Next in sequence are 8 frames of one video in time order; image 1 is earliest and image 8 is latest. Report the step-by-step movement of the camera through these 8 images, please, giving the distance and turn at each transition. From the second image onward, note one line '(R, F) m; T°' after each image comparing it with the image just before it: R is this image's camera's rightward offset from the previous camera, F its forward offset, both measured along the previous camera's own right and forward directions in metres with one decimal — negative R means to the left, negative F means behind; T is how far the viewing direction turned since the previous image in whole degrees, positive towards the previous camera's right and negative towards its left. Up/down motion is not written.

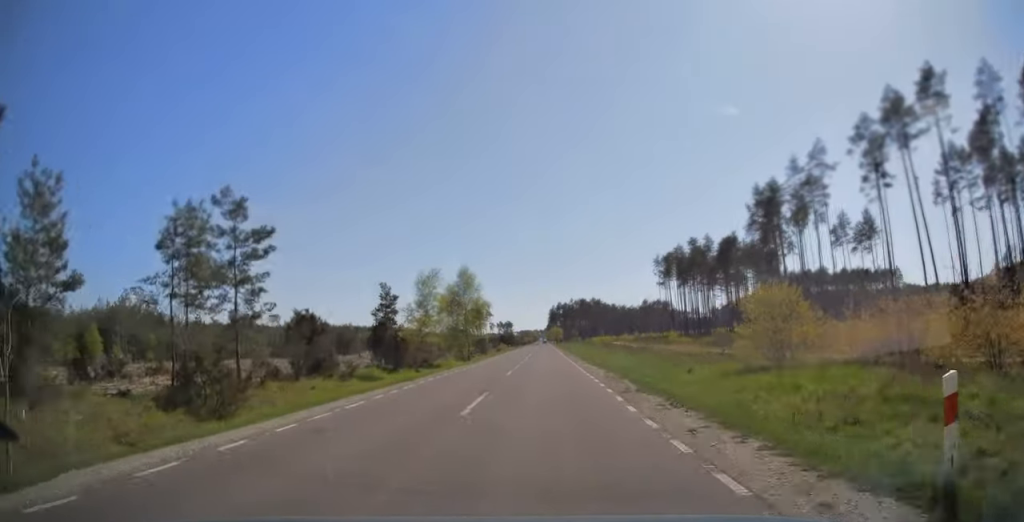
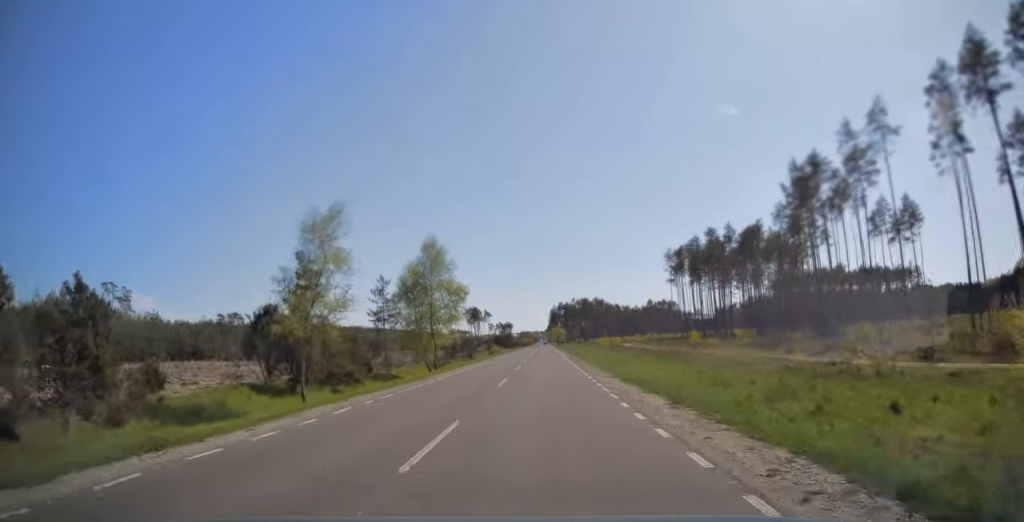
(0.0, +16.5) m; 0°
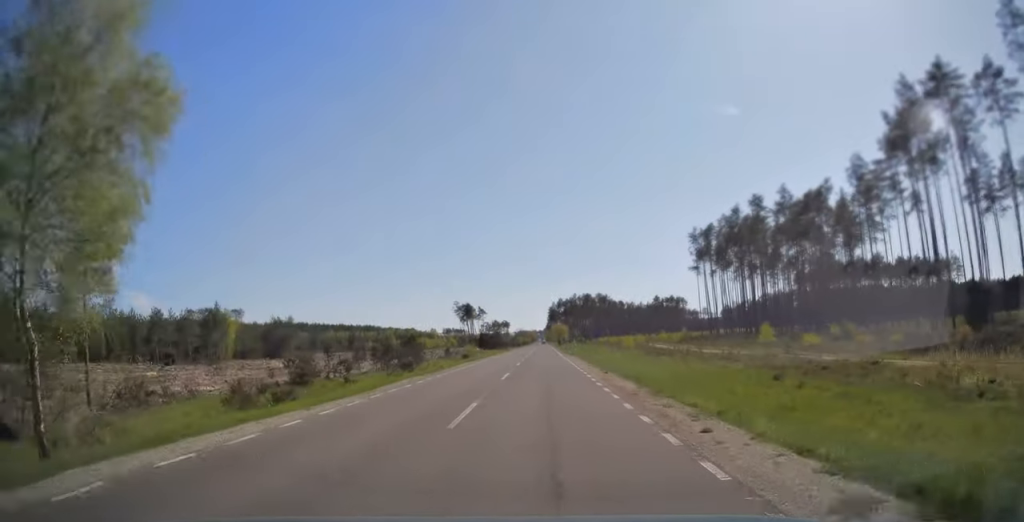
(0.0, +32.0) m; 0°
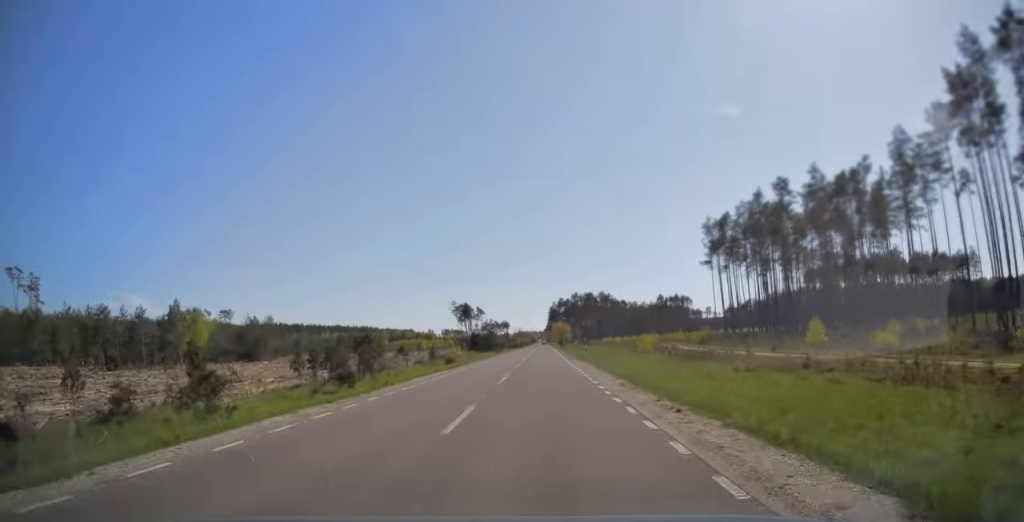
(+0.1, +12.3) m; 0°
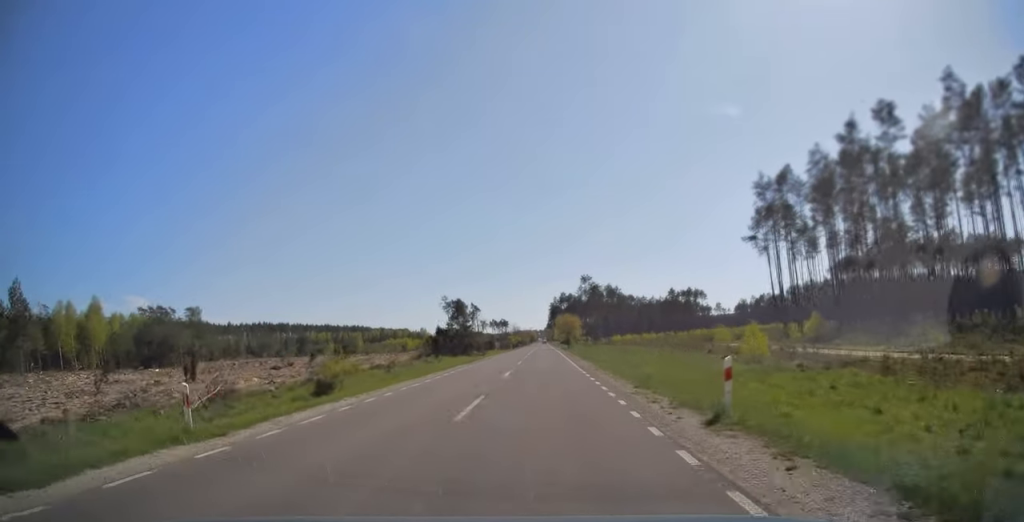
(-0.1, +33.9) m; 0°
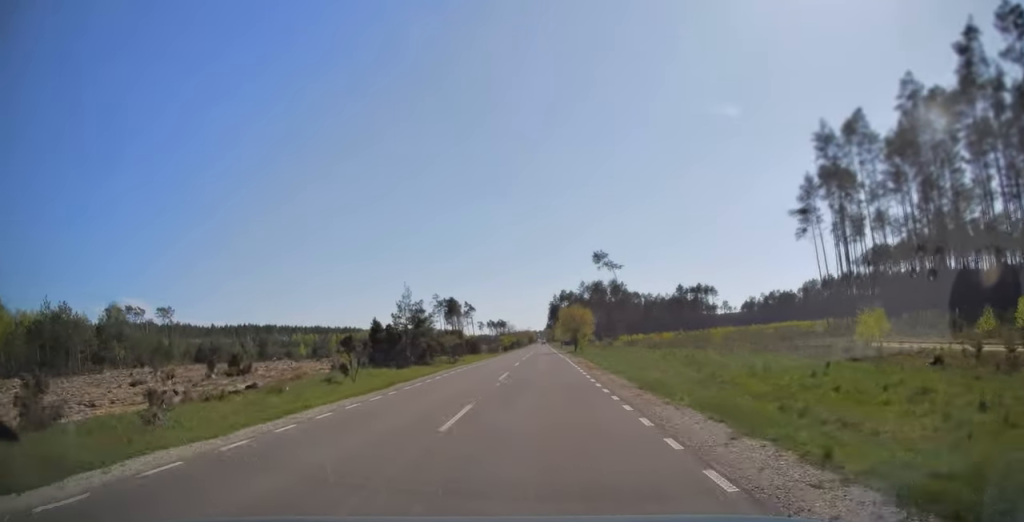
(-0.1, +24.7) m; 0°
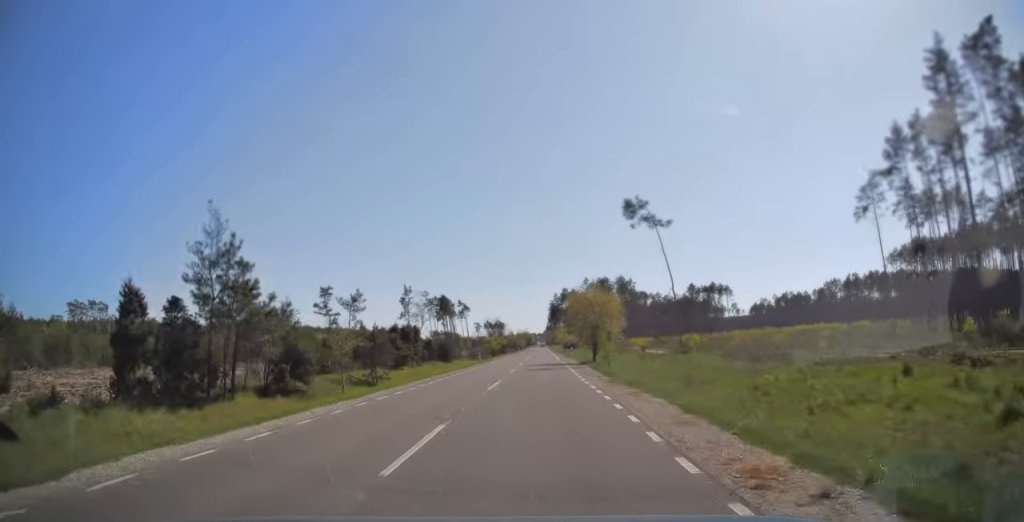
(+0.1, +26.6) m; 0°
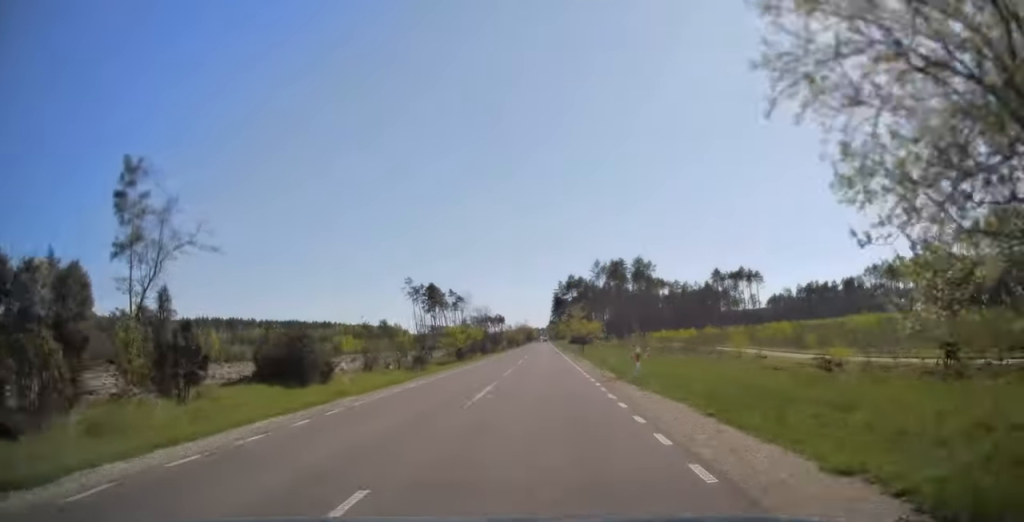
(0.0, +39.7) m; 0°
